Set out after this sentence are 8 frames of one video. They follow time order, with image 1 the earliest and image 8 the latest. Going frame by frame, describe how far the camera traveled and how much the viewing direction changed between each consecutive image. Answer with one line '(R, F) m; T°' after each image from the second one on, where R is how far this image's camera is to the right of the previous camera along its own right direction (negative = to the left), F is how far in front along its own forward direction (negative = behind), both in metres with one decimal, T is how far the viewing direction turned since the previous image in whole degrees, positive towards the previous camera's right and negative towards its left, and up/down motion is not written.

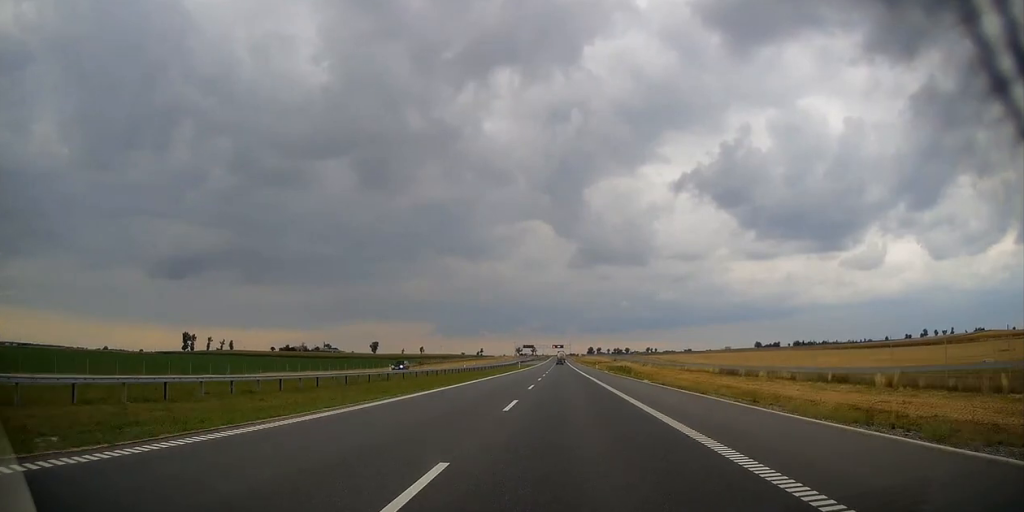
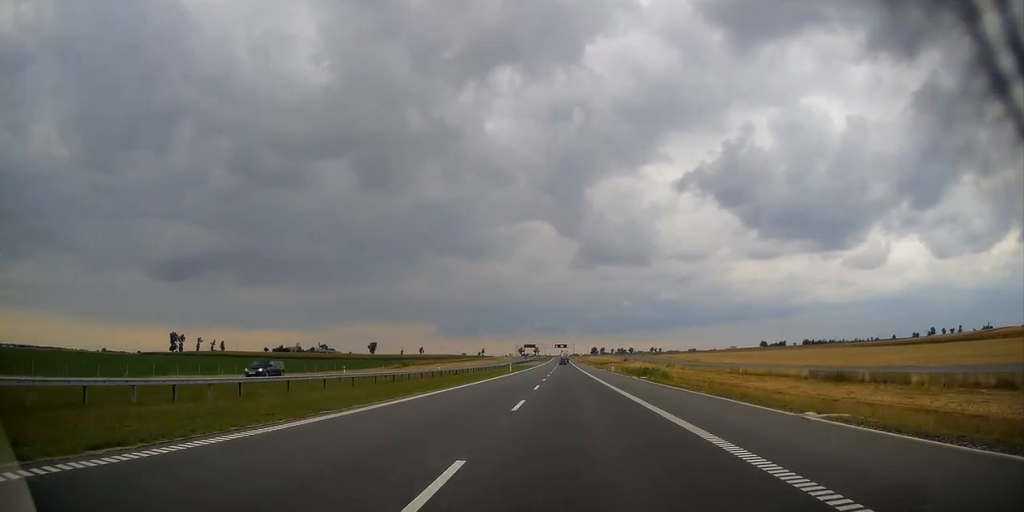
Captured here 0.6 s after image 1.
(0.0, +22.6) m; 0°
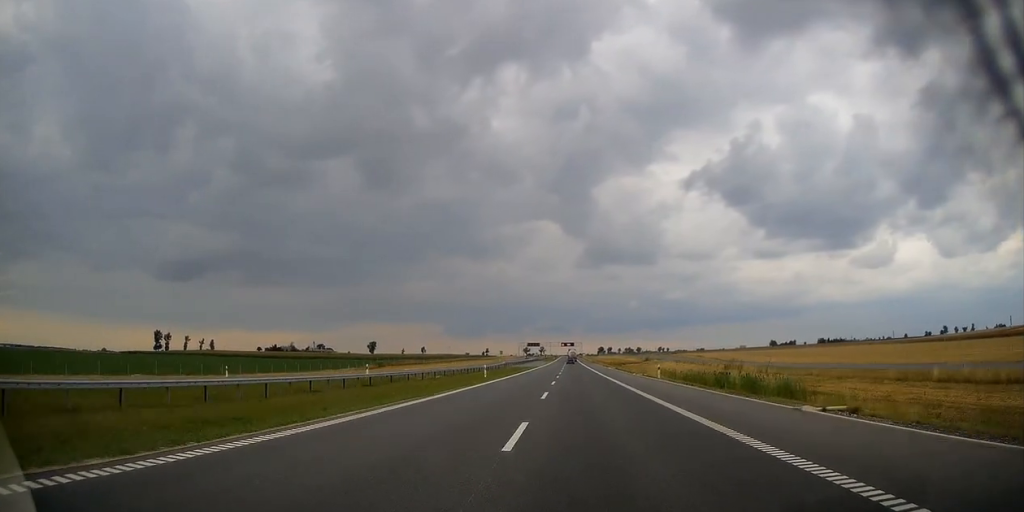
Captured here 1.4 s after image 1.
(0.0, +31.3) m; 0°
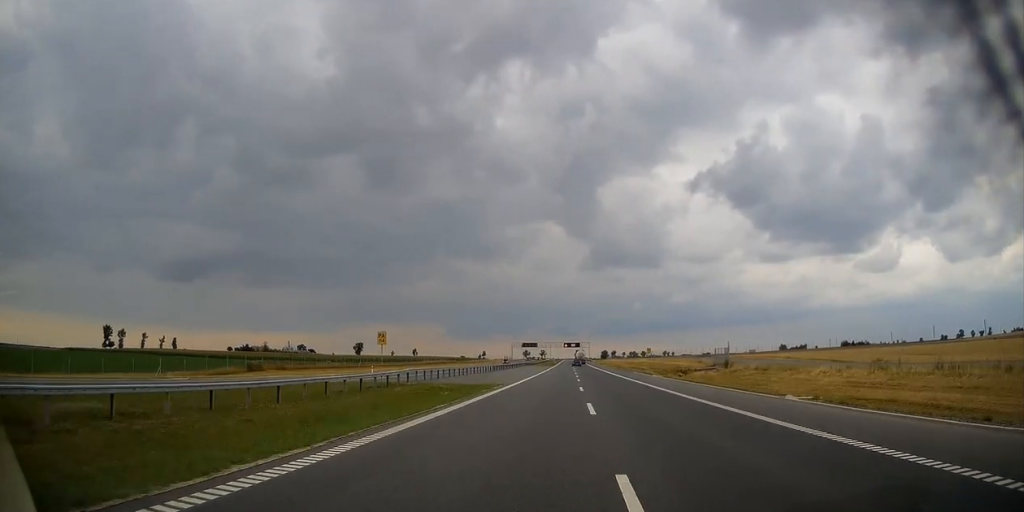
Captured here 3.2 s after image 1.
(-0.5, +66.1) m; 0°
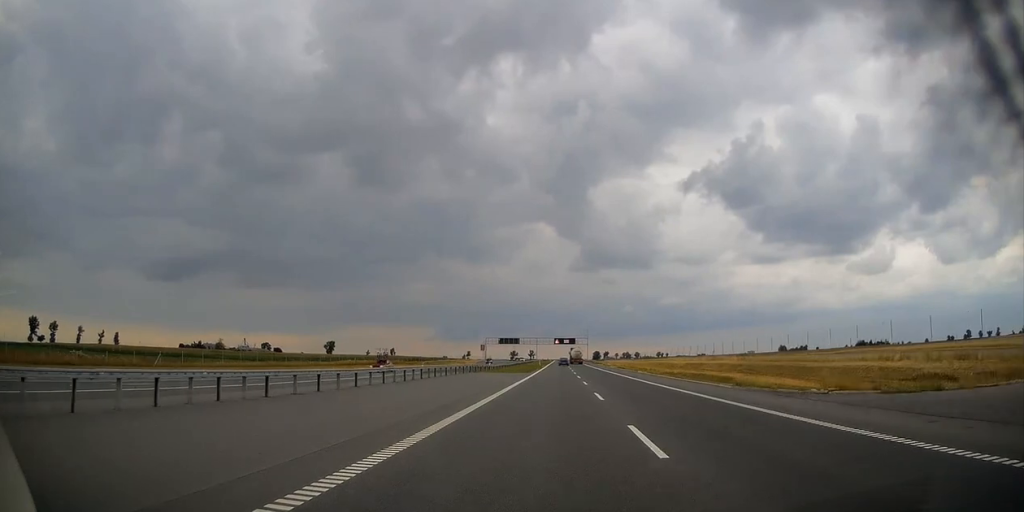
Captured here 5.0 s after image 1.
(+0.4, +68.0) m; +1°
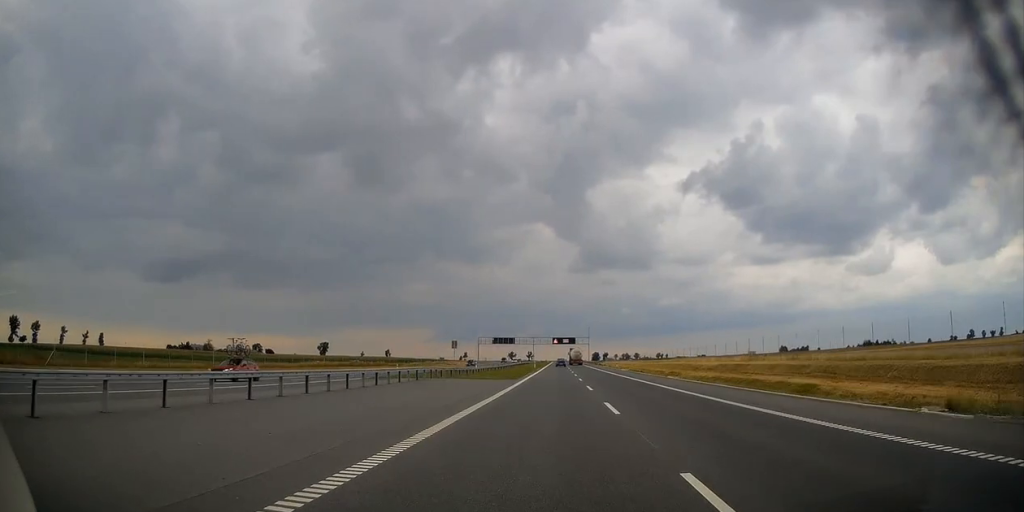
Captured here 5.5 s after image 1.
(0.0, +17.2) m; 0°
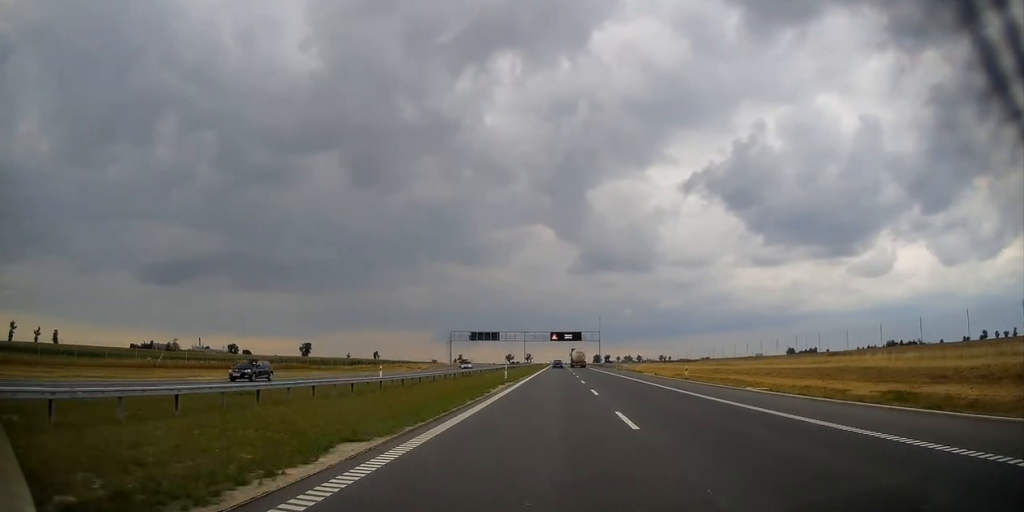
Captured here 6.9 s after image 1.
(+0.2, +51.3) m; 0°
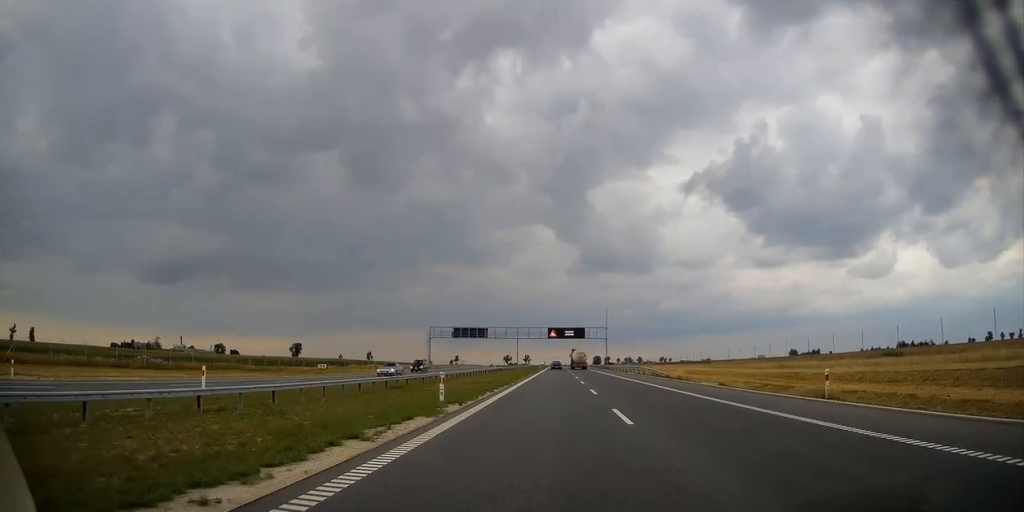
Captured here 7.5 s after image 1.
(0.0, +23.1) m; 0°
